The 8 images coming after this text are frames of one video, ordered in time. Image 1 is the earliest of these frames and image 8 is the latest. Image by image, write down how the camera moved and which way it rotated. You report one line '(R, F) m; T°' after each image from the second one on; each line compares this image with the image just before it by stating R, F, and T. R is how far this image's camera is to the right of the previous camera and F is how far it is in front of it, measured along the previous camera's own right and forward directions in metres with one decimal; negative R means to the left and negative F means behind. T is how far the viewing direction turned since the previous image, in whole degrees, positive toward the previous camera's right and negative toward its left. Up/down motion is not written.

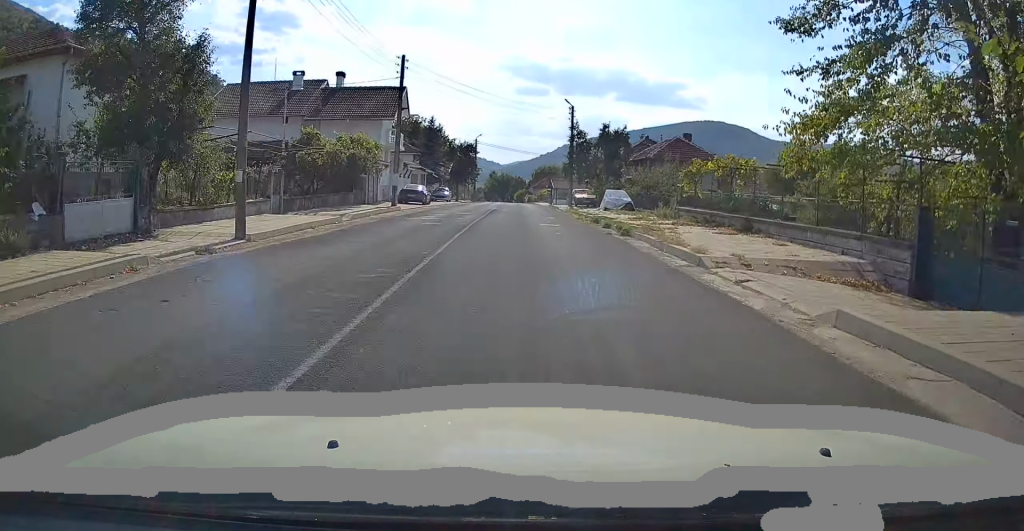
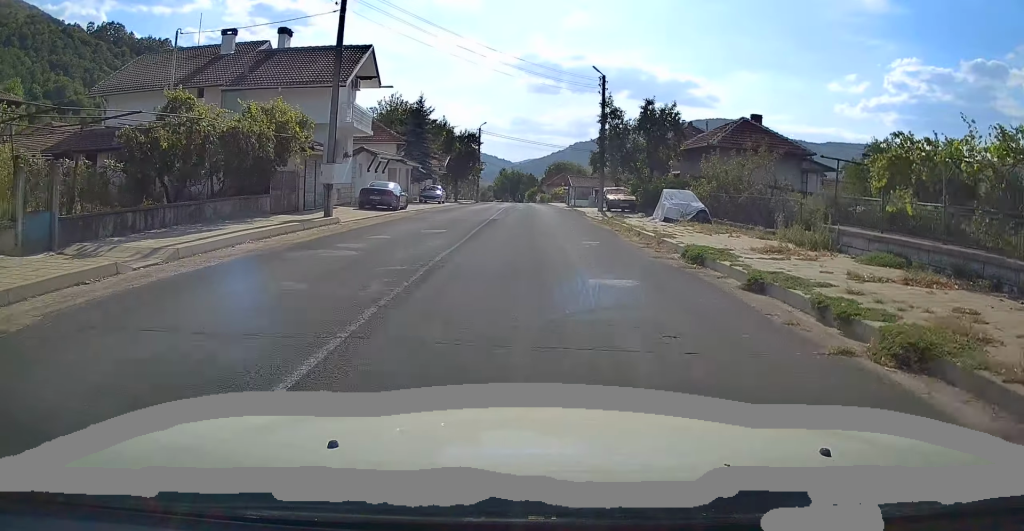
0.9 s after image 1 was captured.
(0.0, +13.4) m; +1°
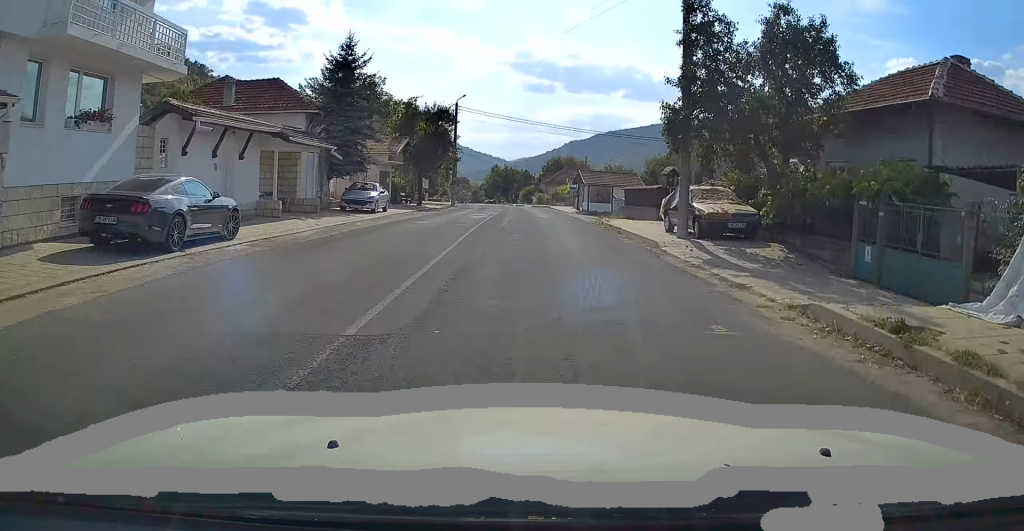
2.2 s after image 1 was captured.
(0.0, +20.2) m; 0°
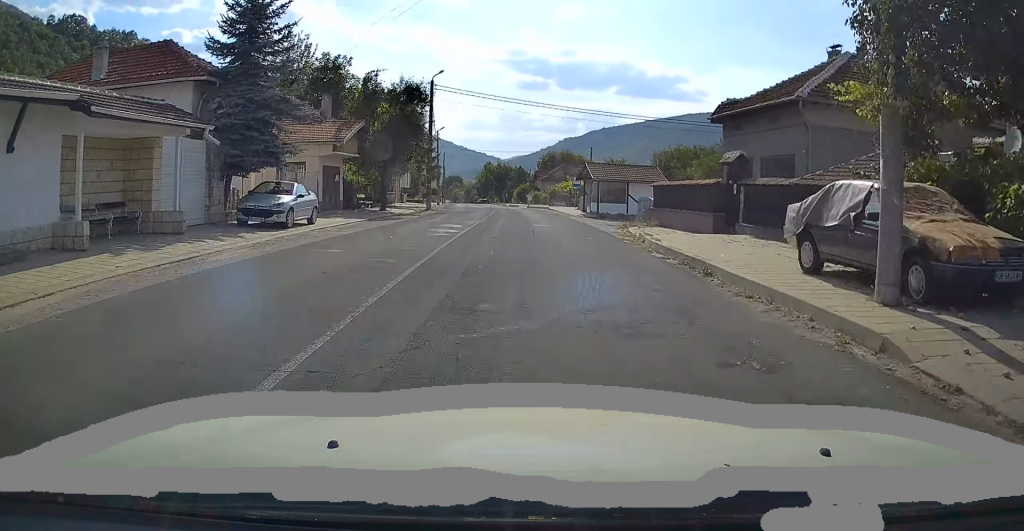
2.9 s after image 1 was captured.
(-0.1, +10.5) m; 0°
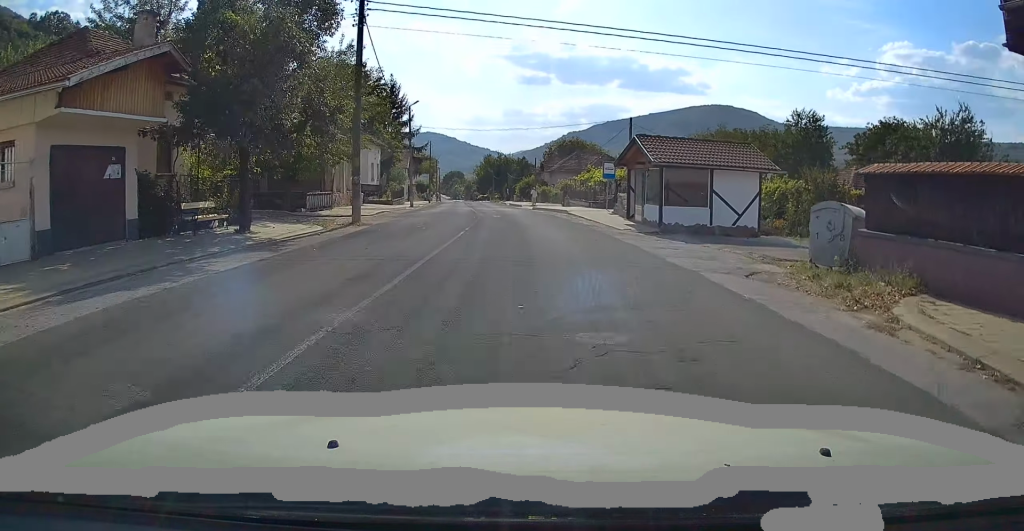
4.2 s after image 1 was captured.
(0.0, +18.8) m; -1°
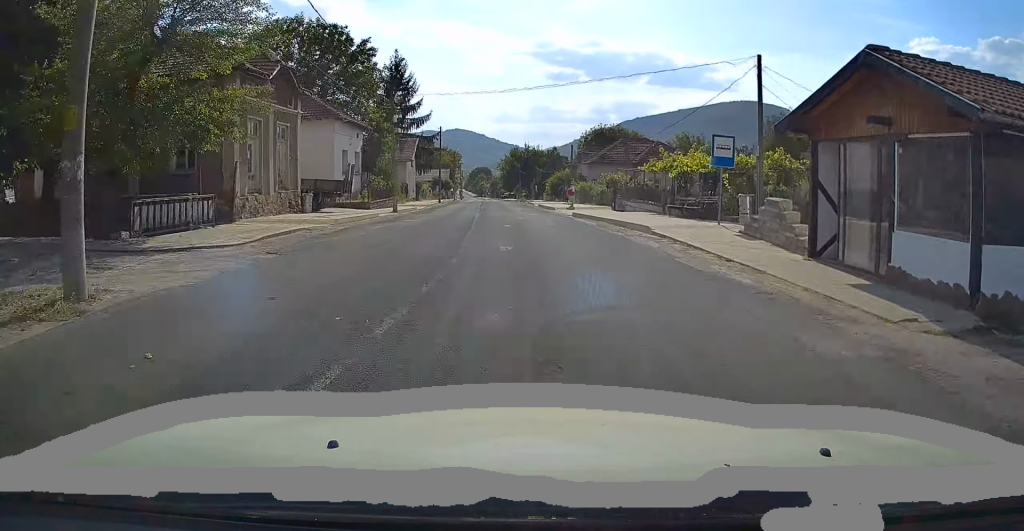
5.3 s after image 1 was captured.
(-0.2, +16.4) m; -2°
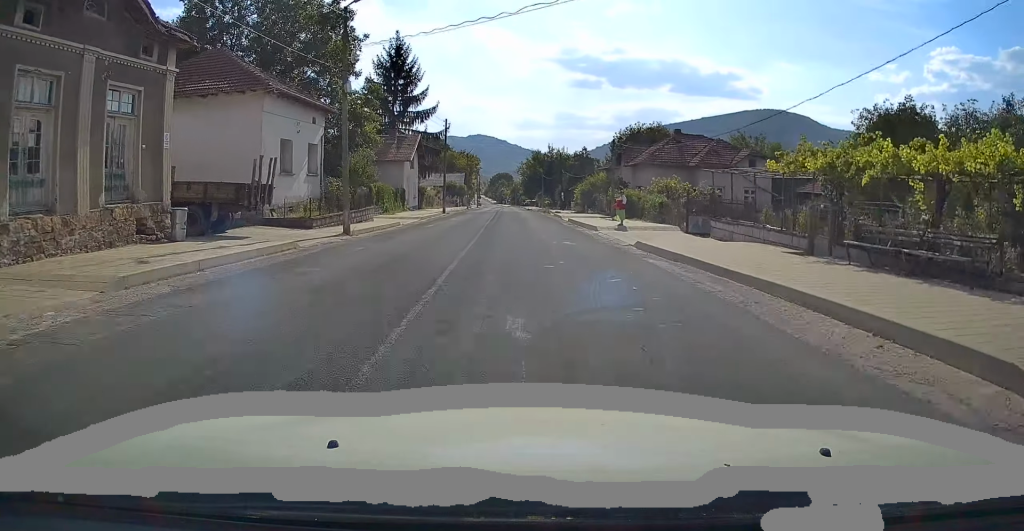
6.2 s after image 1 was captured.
(-0.2, +13.6) m; -2°
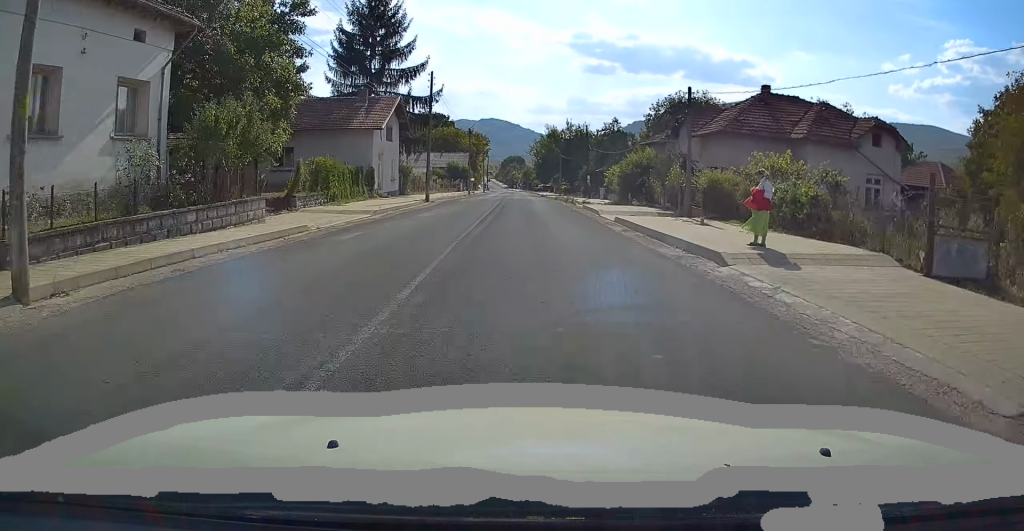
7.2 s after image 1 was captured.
(-0.2, +16.2) m; -2°
